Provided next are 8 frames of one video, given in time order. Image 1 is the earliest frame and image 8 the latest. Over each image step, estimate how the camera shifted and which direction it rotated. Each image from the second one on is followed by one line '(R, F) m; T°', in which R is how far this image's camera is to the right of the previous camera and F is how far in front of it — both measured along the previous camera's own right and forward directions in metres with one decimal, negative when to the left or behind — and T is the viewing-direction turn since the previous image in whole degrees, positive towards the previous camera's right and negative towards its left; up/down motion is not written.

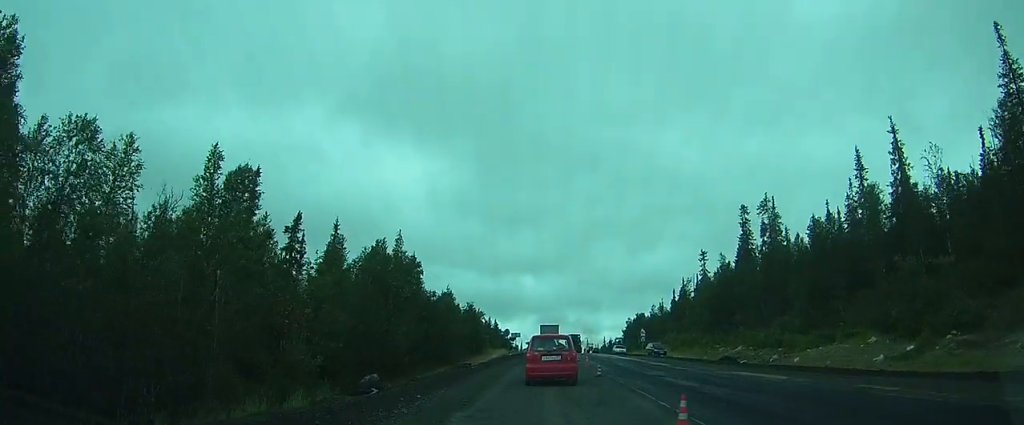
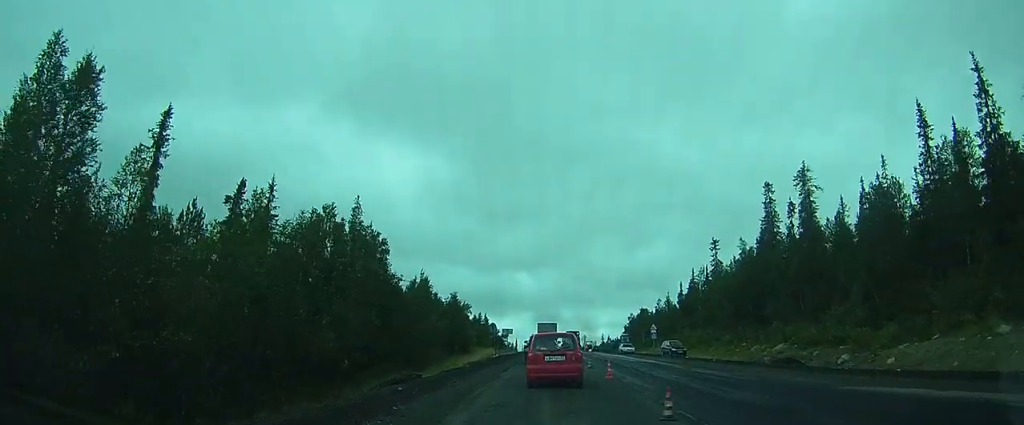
(+0.3, +10.6) m; +1°
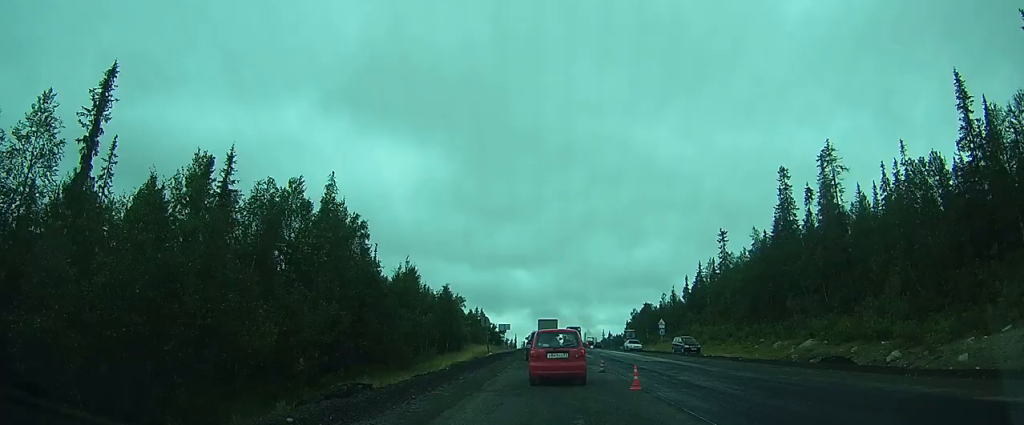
(0.0, +5.1) m; 0°
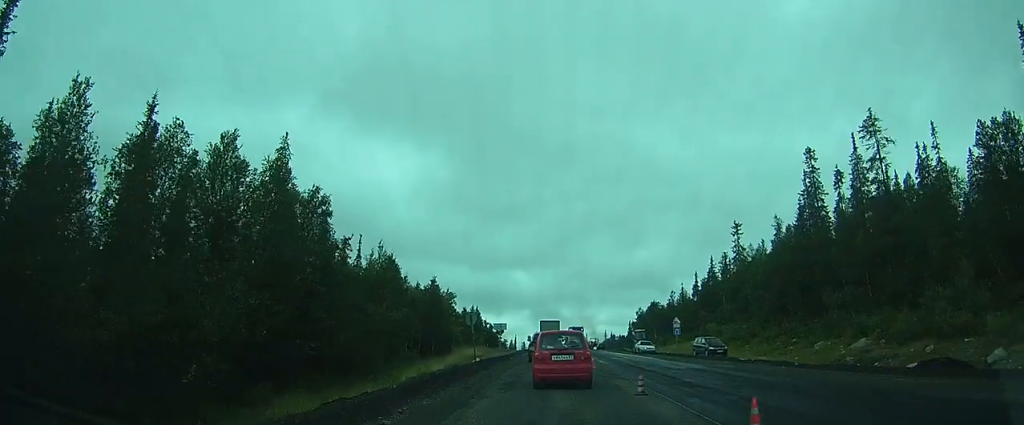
(0.0, +7.3) m; +2°
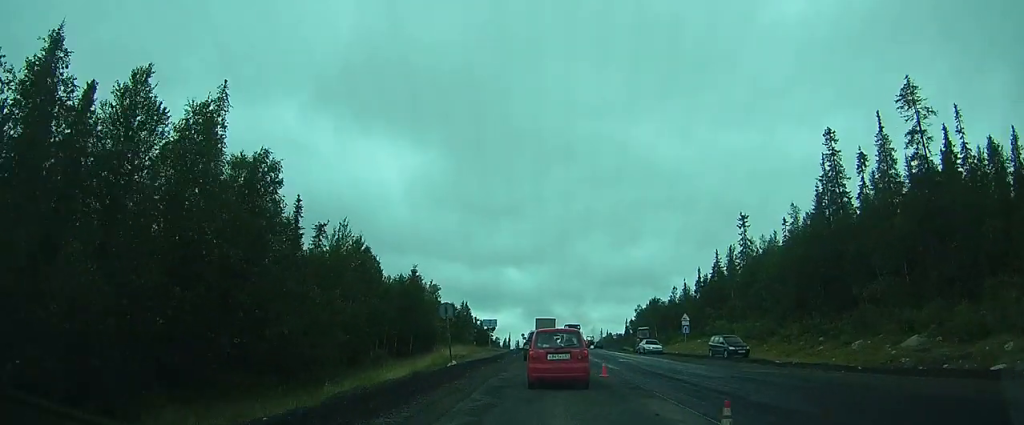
(+0.1, +5.8) m; +1°
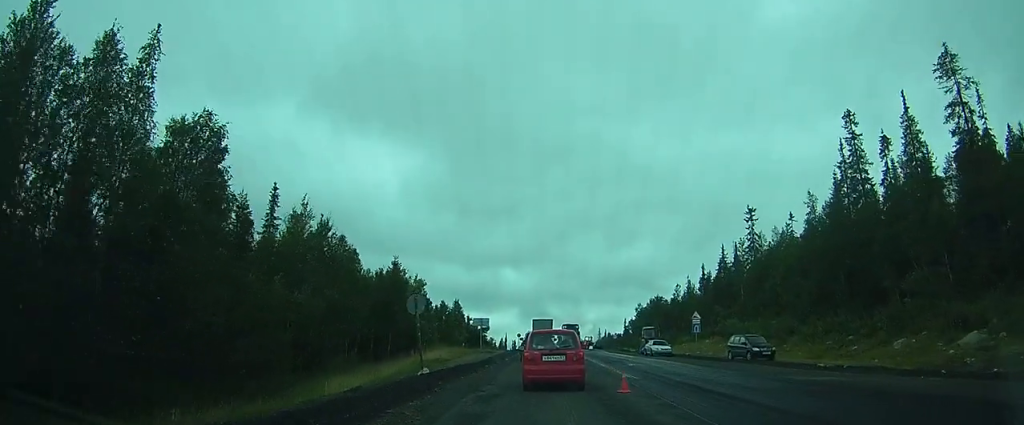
(0.0, +4.9) m; 0°
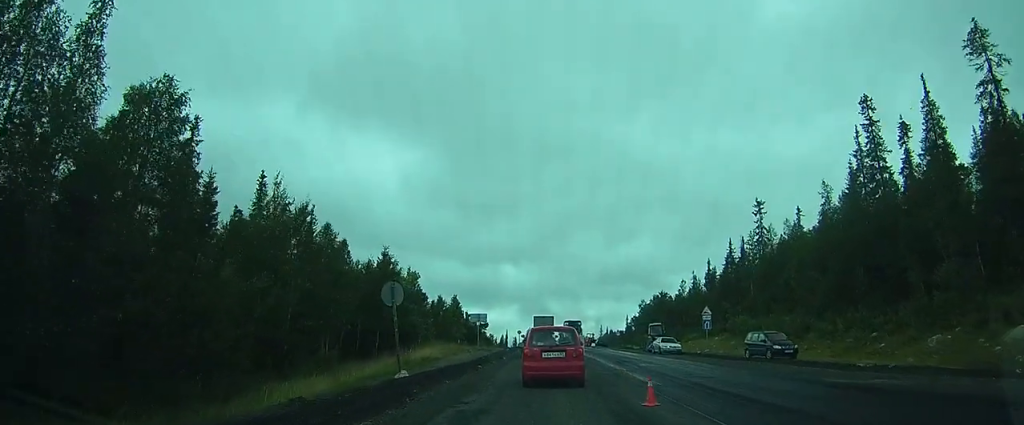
(0.0, +3.0) m; +1°
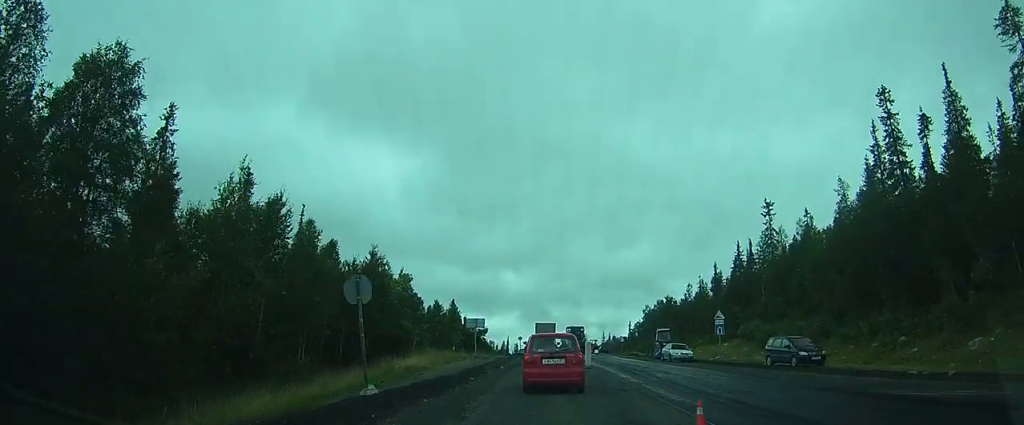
(0.0, +3.0) m; +1°
